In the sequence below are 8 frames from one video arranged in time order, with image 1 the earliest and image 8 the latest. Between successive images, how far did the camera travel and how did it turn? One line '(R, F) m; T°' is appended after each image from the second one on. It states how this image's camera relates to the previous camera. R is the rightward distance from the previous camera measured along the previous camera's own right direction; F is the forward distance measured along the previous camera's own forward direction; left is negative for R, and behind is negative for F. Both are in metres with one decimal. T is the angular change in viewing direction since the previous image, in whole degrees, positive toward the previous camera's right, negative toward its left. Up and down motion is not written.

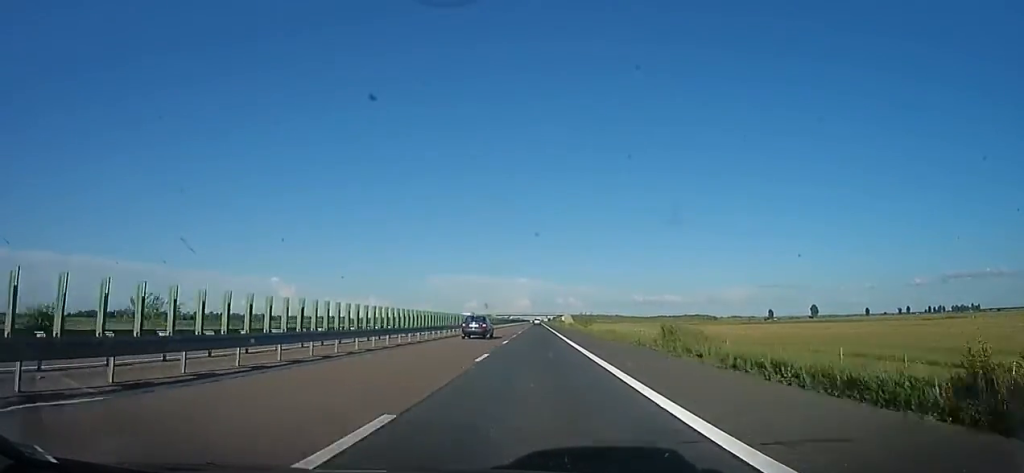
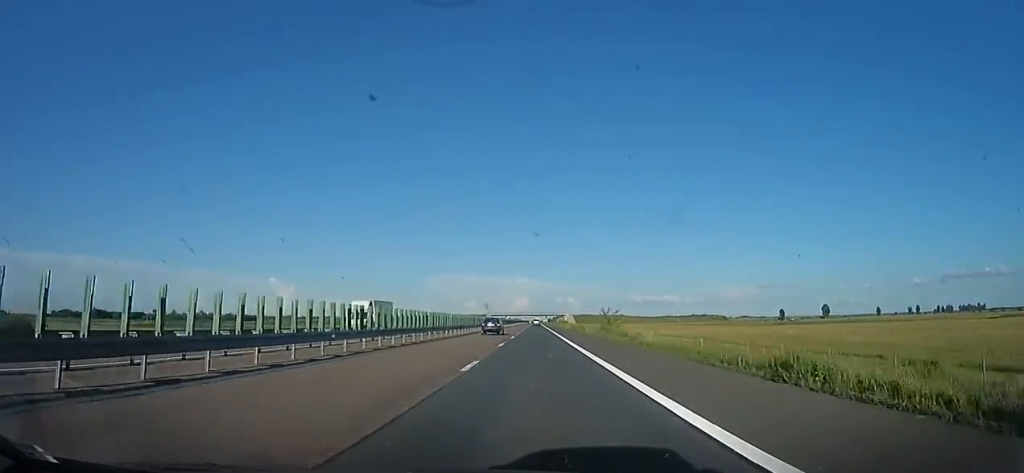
(+0.5, +39.3) m; +2°
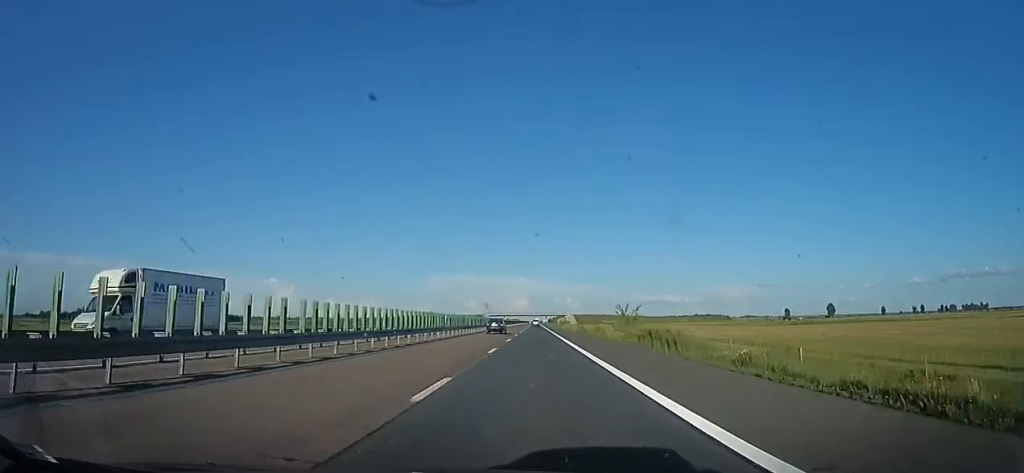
(+0.2, +16.9) m; +1°
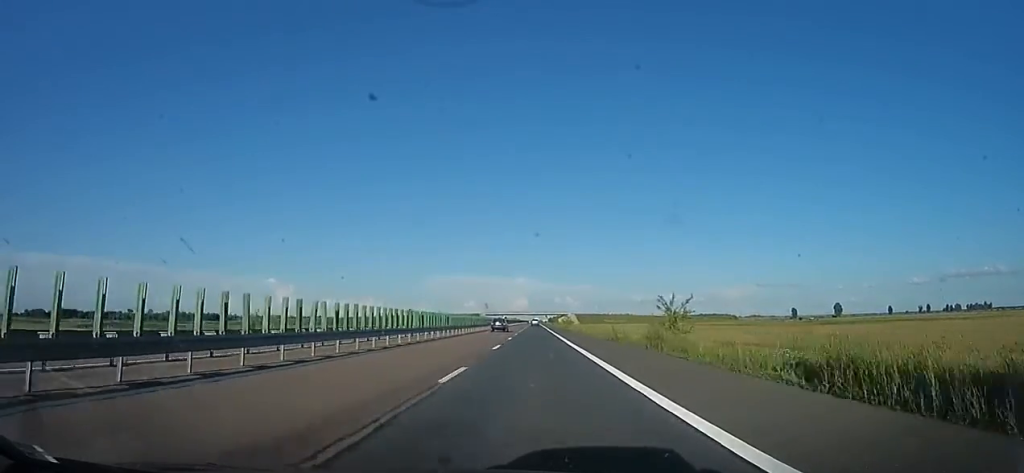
(+0.1, +21.7) m; 0°
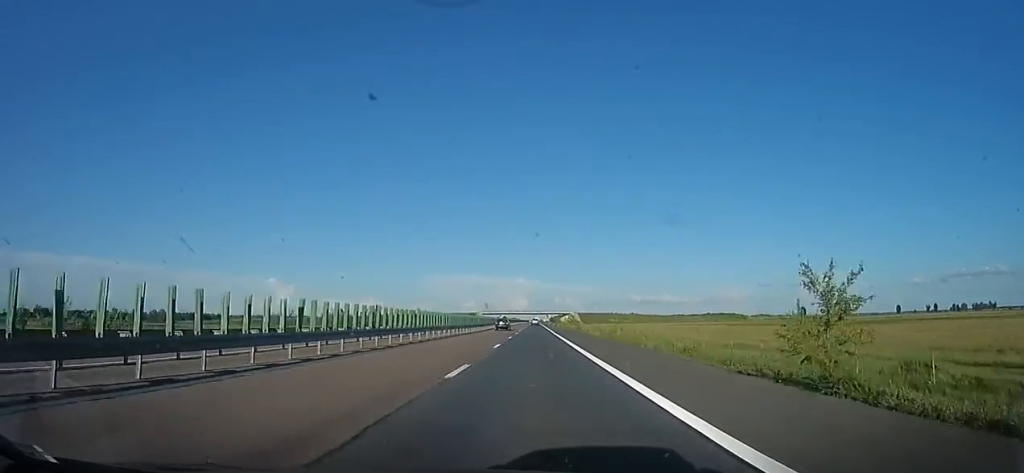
(0.0, +23.5) m; 0°
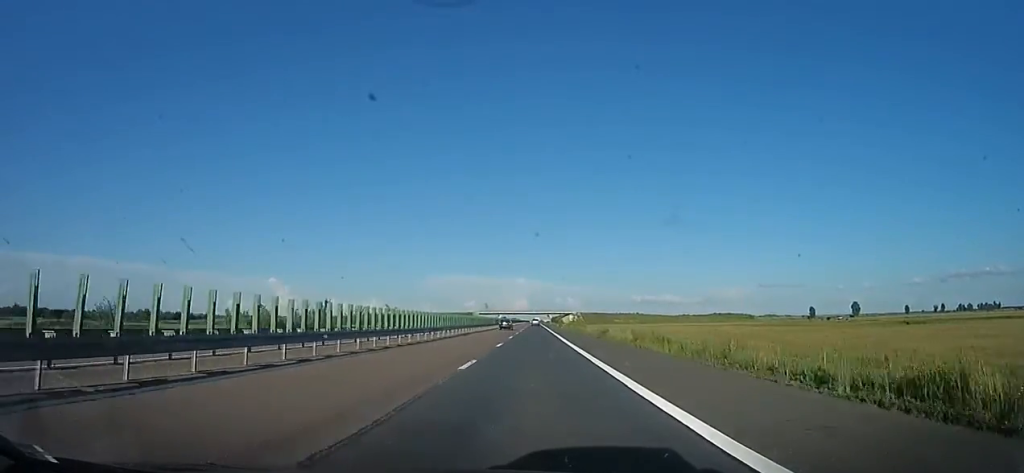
(0.0, +22.3) m; 0°
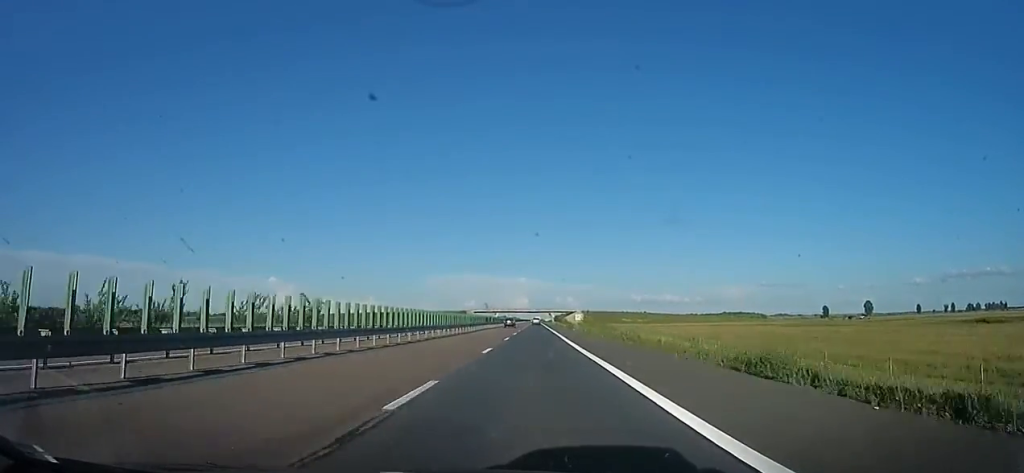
(0.0, +30.0) m; 0°
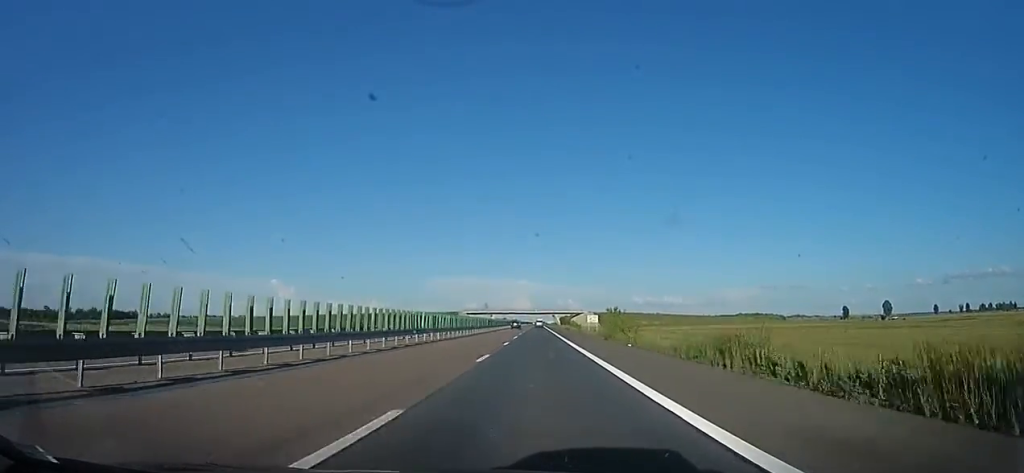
(0.0, +39.6) m; 0°
